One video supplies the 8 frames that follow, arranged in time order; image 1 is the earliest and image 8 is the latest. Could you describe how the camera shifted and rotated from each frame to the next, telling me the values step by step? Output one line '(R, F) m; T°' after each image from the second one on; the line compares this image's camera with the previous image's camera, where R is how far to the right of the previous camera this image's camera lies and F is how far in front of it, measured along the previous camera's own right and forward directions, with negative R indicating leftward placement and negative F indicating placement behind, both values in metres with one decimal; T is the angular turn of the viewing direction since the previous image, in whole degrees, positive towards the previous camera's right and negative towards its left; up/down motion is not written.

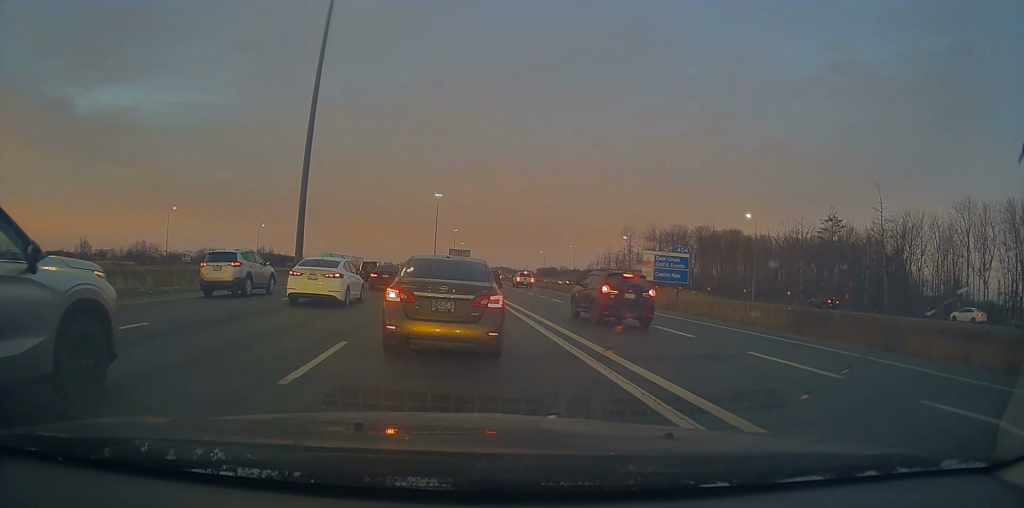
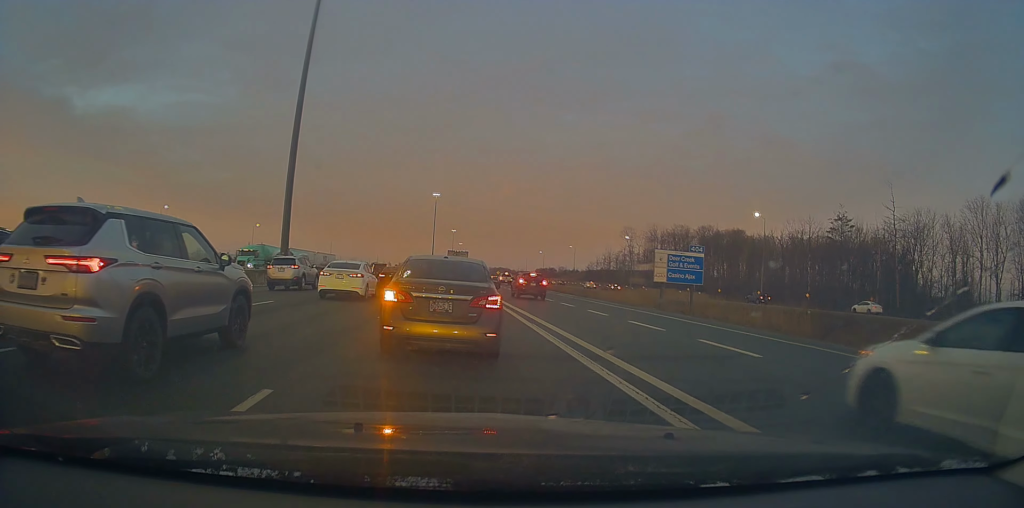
(+0.1, +3.9) m; +2°
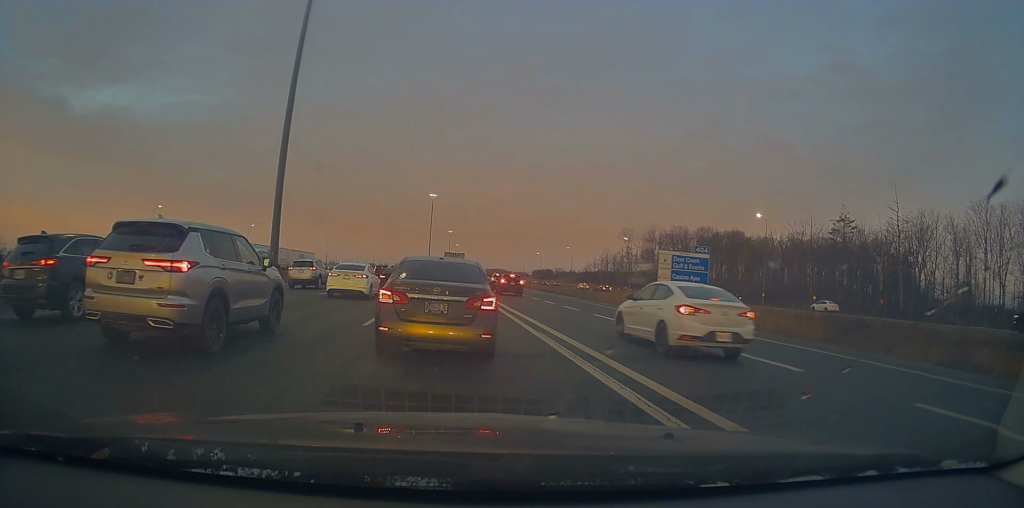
(+0.1, +1.8) m; 0°
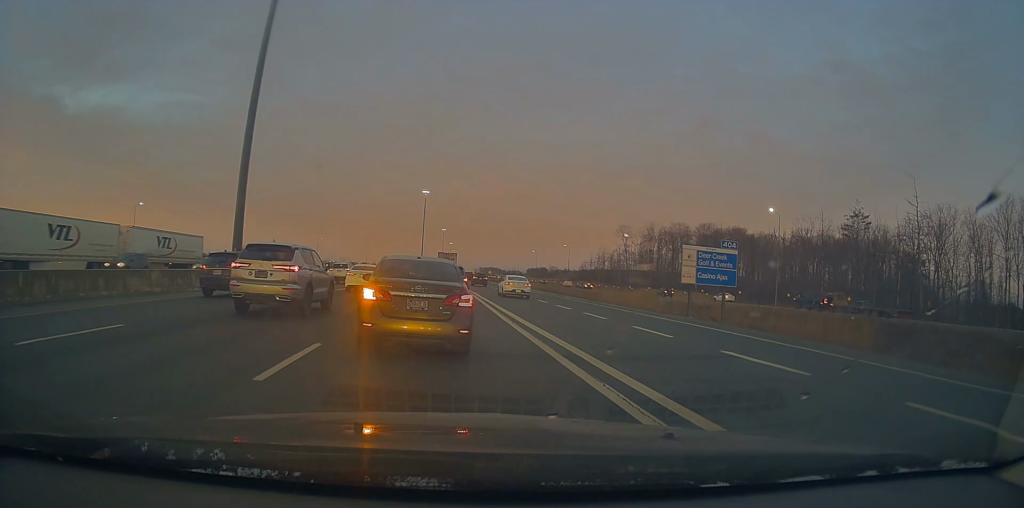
(-0.2, +6.0) m; -2°
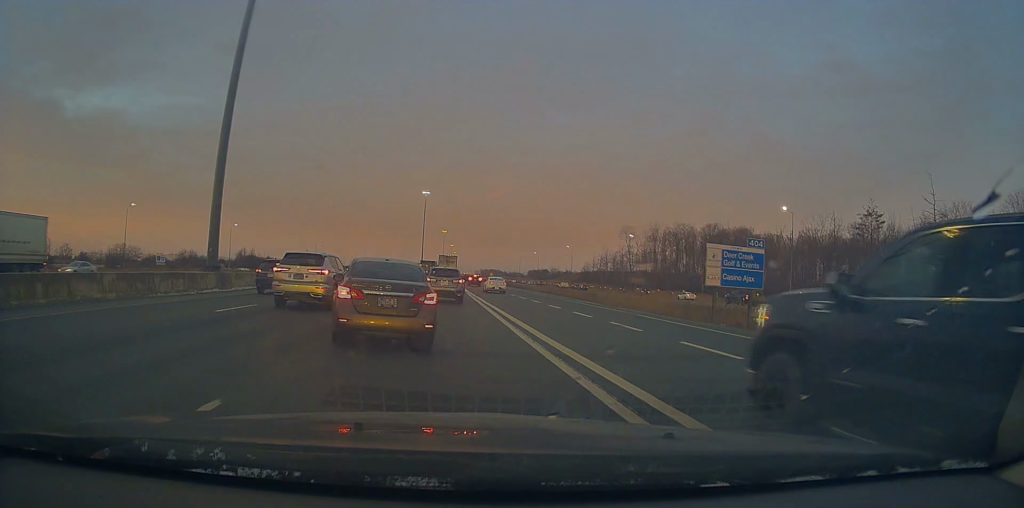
(+0.1, +3.7) m; +1°
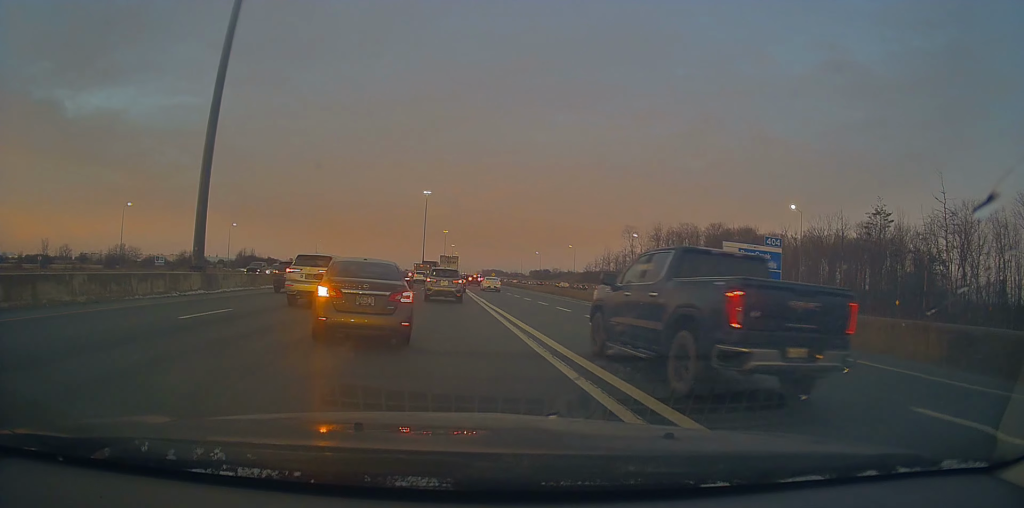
(+0.2, +1.8) m; -1°
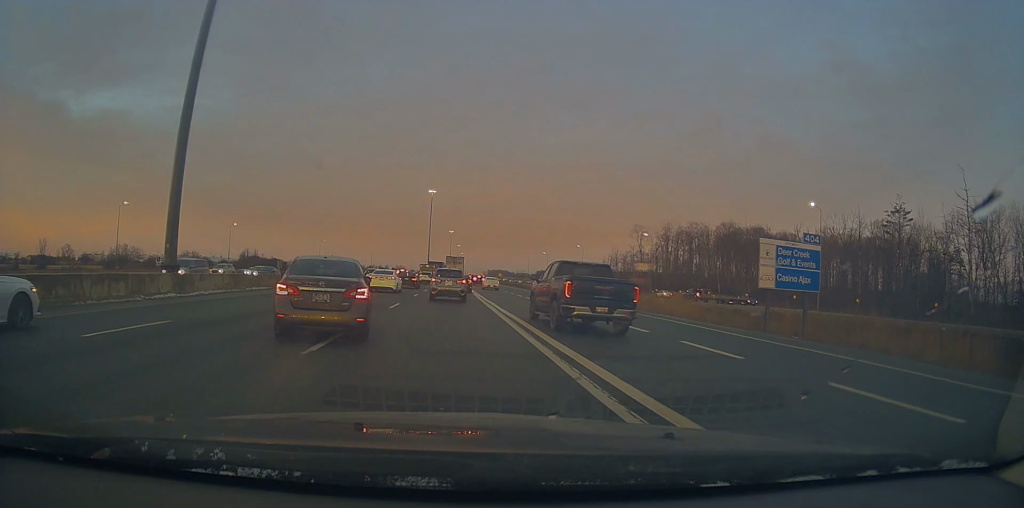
(-0.2, +3.3) m; -4°
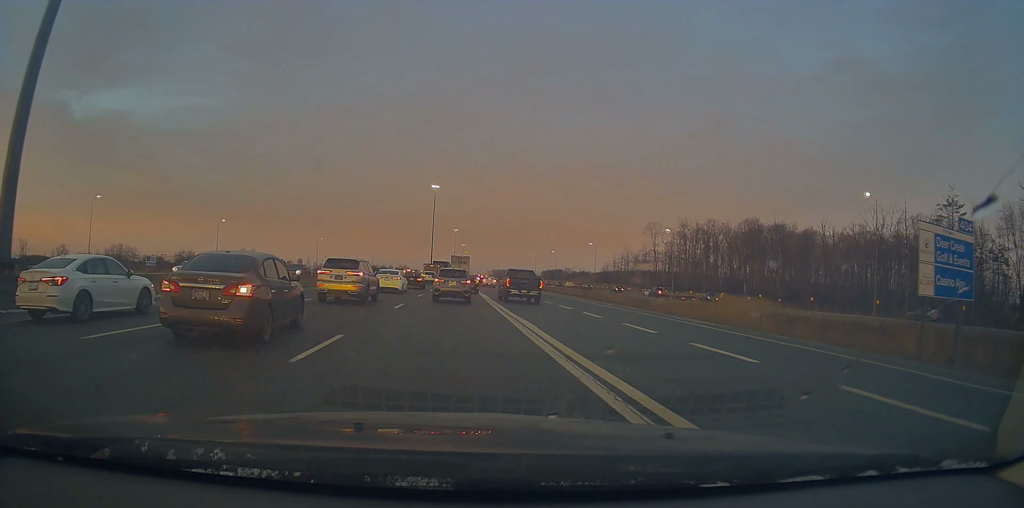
(-0.6, +10.7) m; +2°
